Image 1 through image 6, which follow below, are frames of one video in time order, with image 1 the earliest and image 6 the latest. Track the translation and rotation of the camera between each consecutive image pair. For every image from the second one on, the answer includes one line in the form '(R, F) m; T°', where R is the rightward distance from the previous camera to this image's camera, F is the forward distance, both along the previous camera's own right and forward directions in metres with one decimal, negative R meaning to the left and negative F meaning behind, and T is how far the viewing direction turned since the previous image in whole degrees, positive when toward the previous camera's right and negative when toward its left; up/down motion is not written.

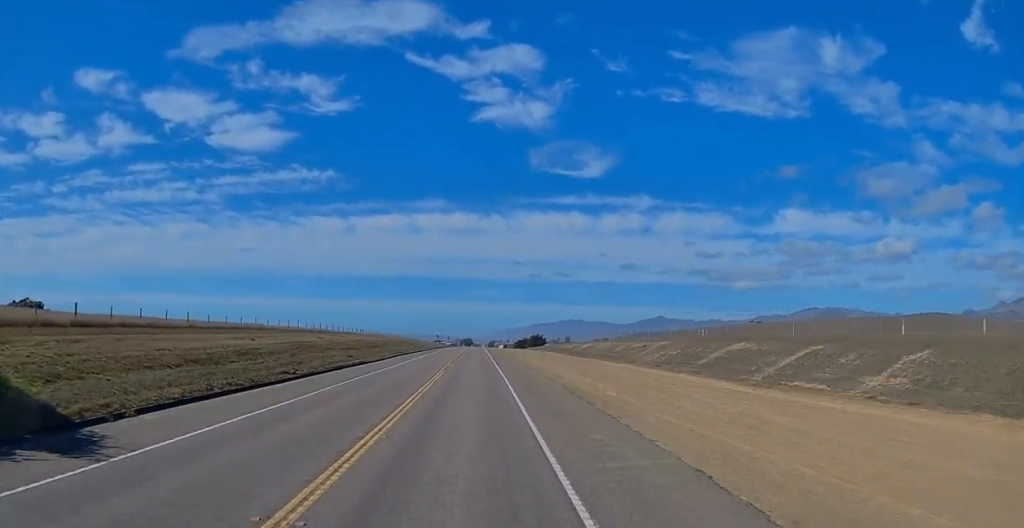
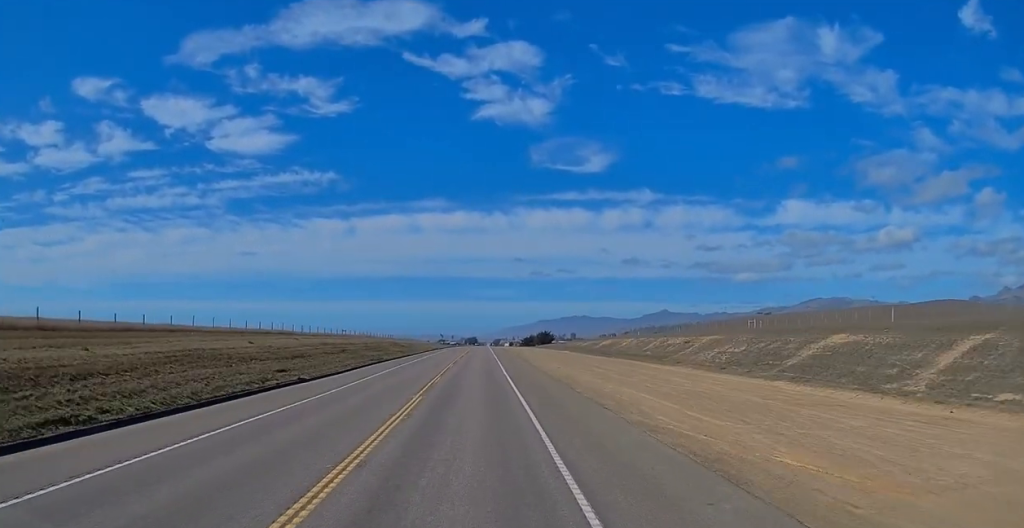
(+0.3, +17.8) m; 0°
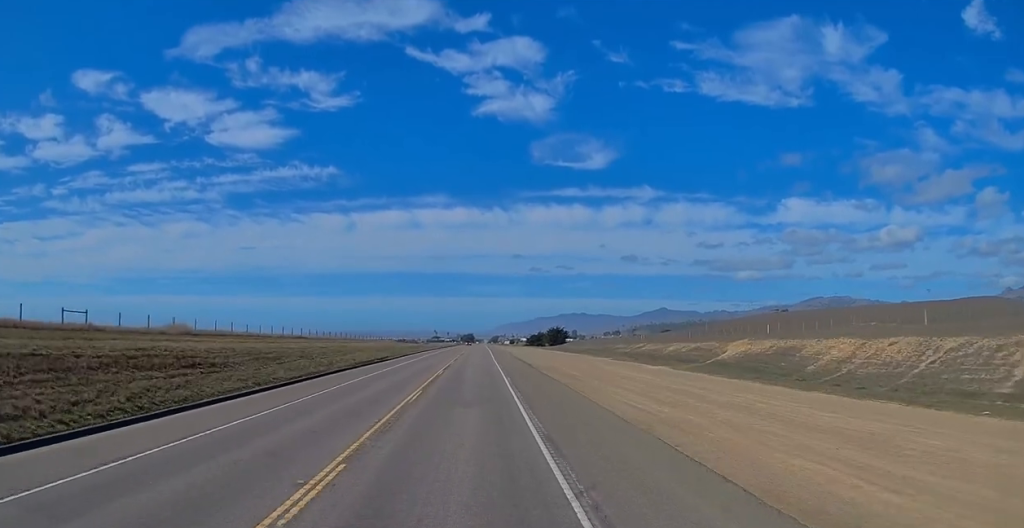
(-0.4, +68.1) m; 0°
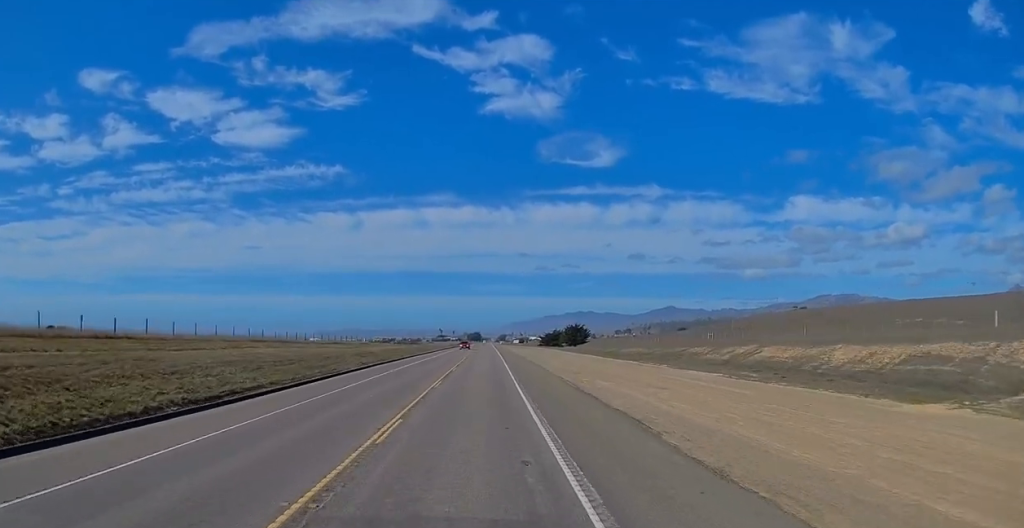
(-0.5, +37.1) m; -1°
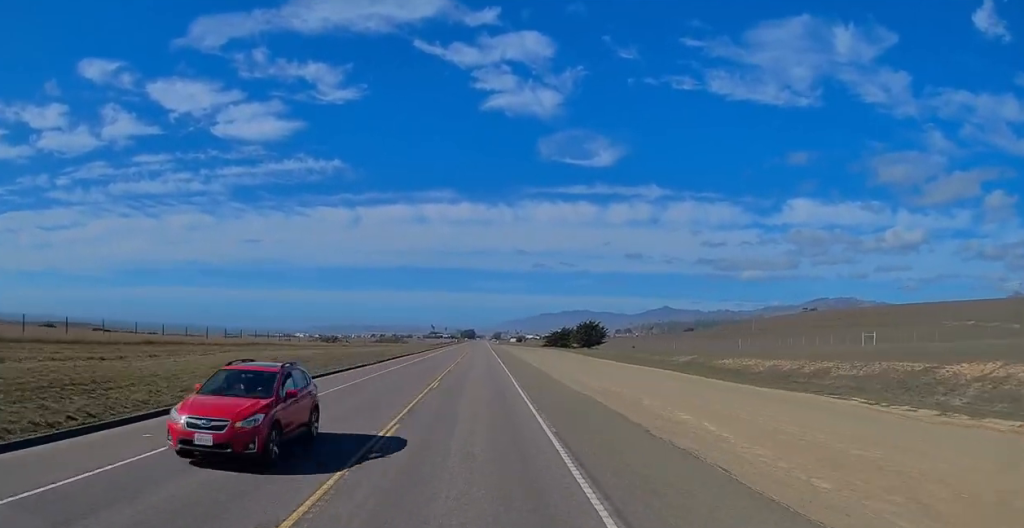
(+0.2, +46.4) m; +1°
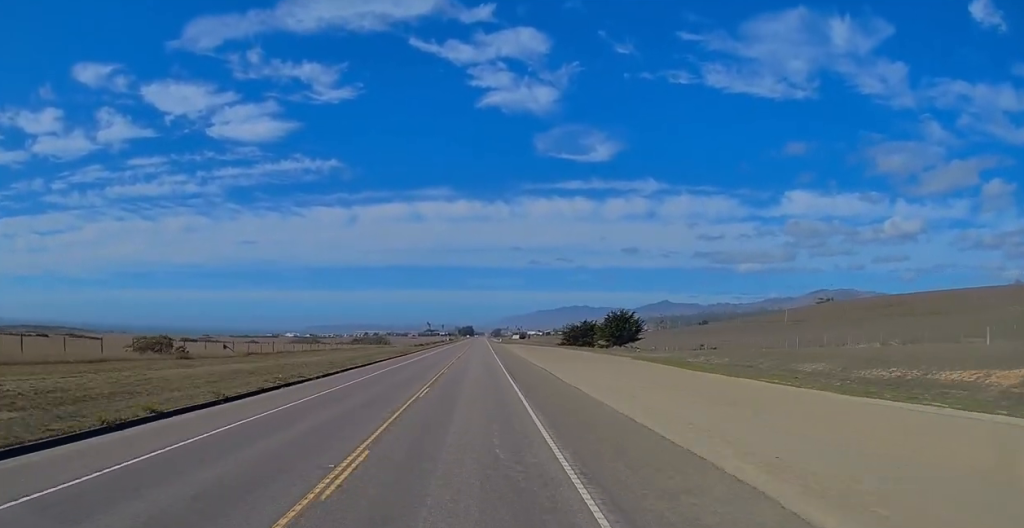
(+0.3, +47.1) m; 0°
